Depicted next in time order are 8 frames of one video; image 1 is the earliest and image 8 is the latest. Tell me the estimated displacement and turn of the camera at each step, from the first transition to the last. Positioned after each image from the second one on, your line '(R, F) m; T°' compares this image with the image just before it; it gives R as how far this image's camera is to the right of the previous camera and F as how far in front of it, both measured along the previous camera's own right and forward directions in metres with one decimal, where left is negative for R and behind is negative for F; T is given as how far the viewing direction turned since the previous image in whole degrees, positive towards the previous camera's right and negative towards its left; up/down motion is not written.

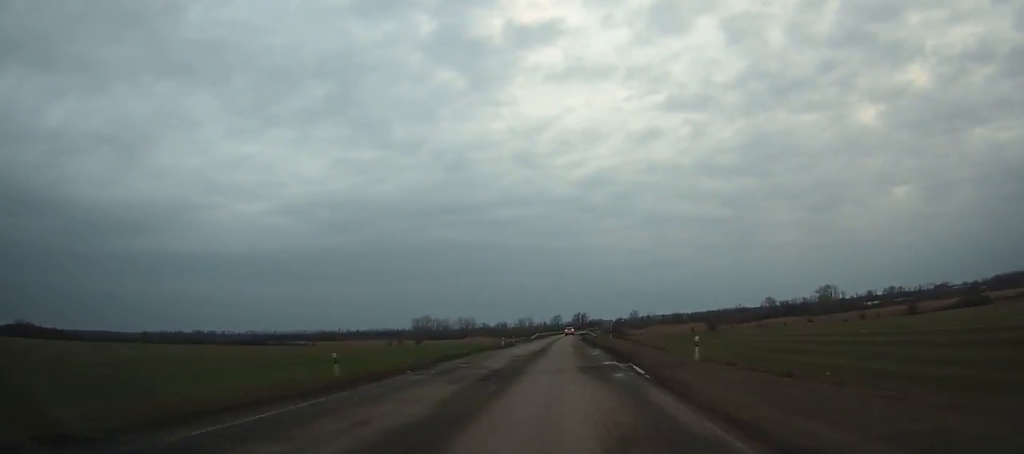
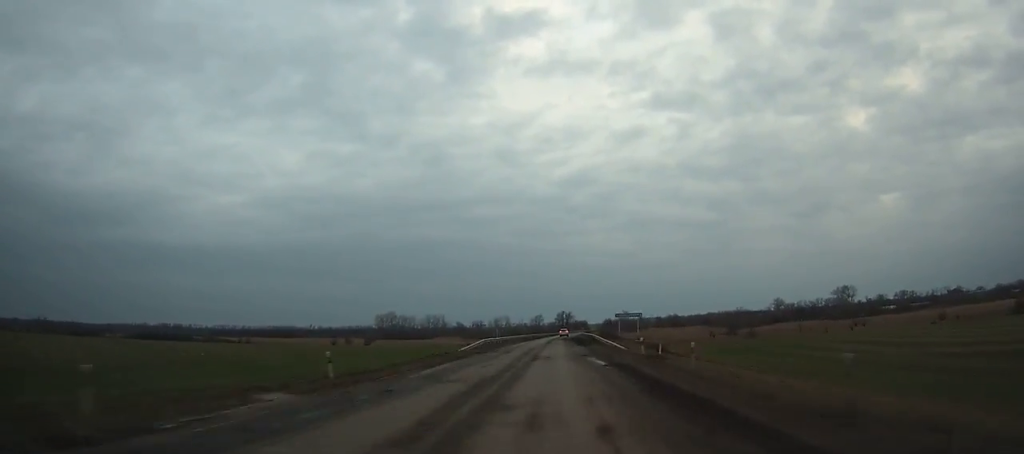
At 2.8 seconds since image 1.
(+0.7, +60.5) m; +1°
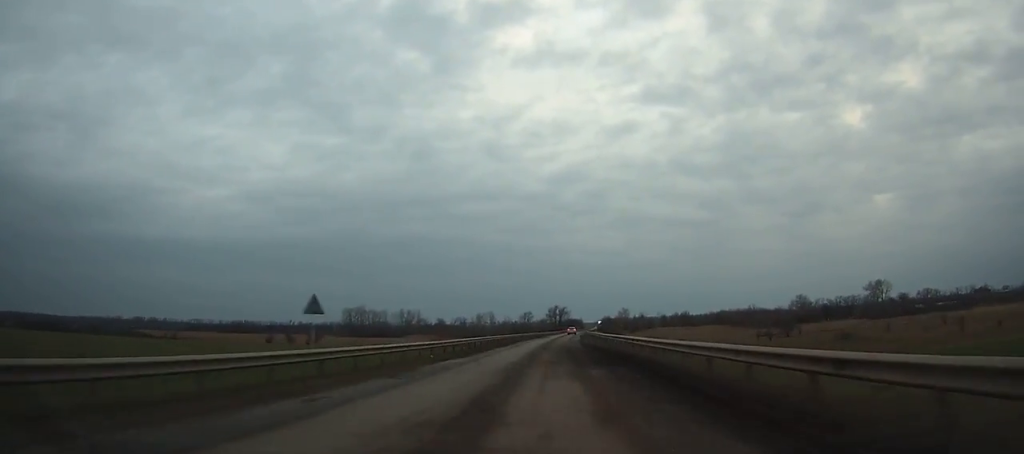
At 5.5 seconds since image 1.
(+0.5, +58.1) m; +1°
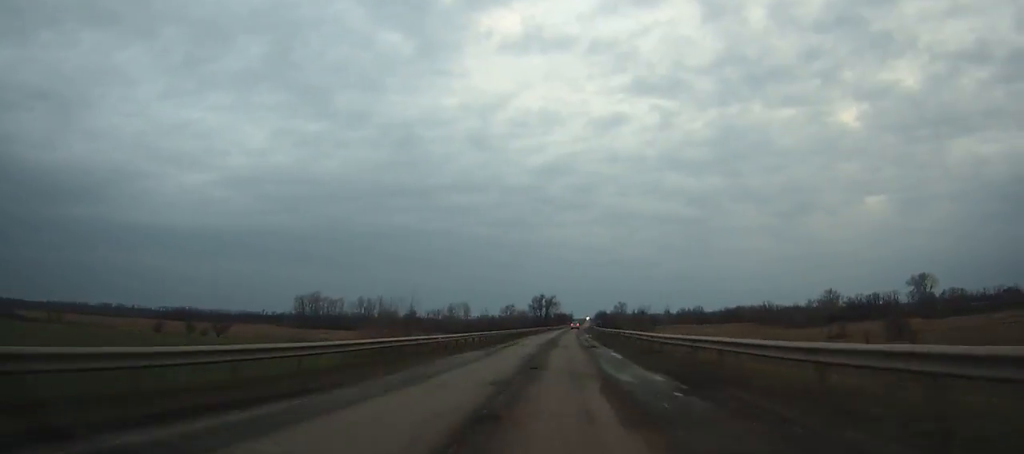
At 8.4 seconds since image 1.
(+0.6, +62.1) m; +1°
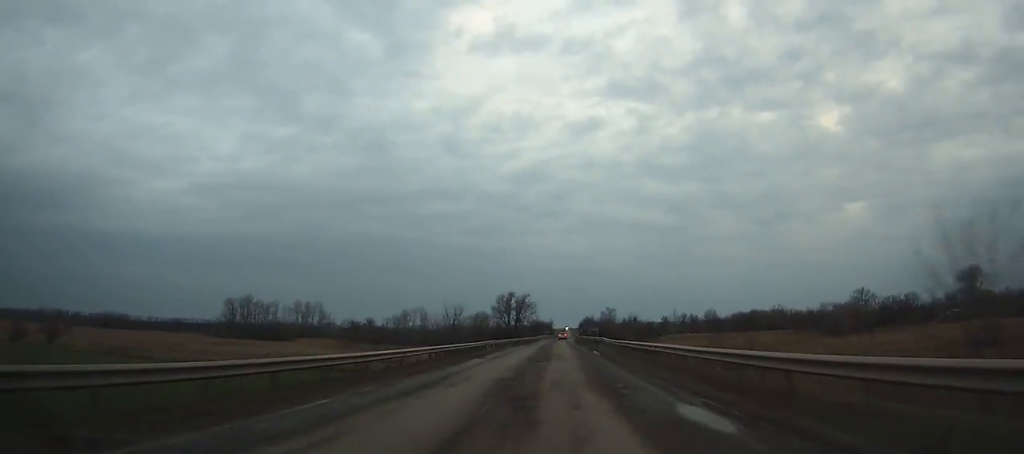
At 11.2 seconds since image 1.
(+0.9, +59.6) m; +1°
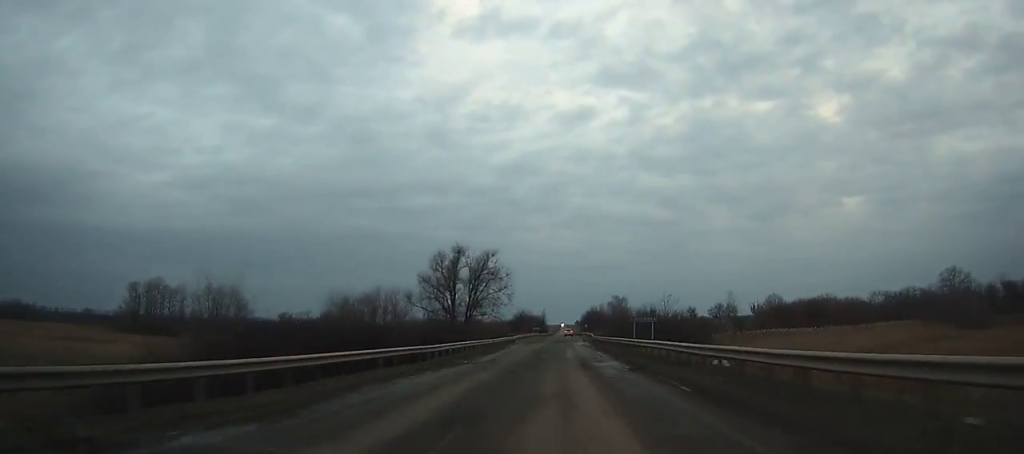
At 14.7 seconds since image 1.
(+0.7, +73.7) m; +1°
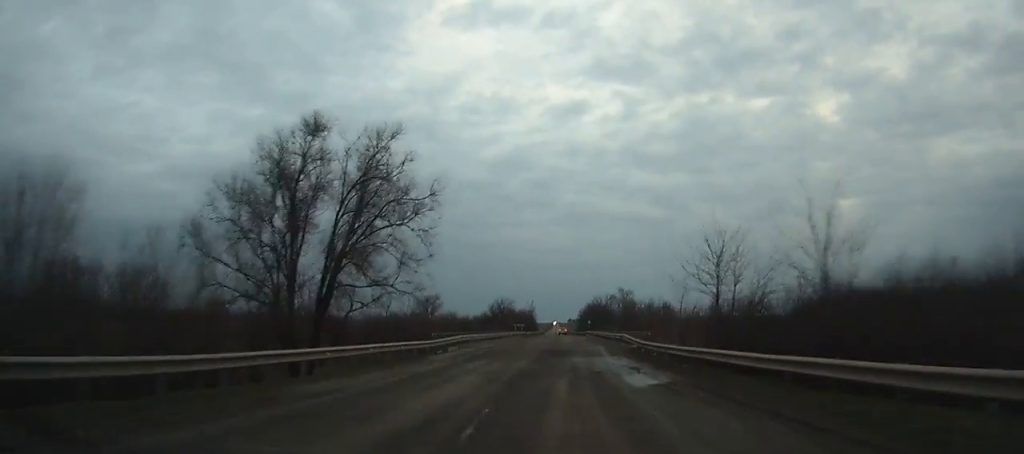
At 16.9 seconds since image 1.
(+0.4, +45.9) m; 0°
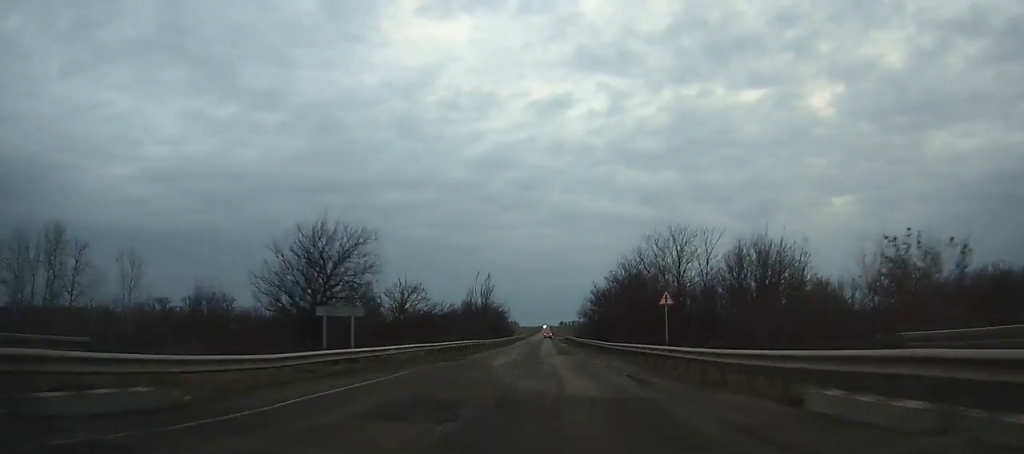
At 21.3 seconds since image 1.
(+0.3, +92.2) m; 0°
